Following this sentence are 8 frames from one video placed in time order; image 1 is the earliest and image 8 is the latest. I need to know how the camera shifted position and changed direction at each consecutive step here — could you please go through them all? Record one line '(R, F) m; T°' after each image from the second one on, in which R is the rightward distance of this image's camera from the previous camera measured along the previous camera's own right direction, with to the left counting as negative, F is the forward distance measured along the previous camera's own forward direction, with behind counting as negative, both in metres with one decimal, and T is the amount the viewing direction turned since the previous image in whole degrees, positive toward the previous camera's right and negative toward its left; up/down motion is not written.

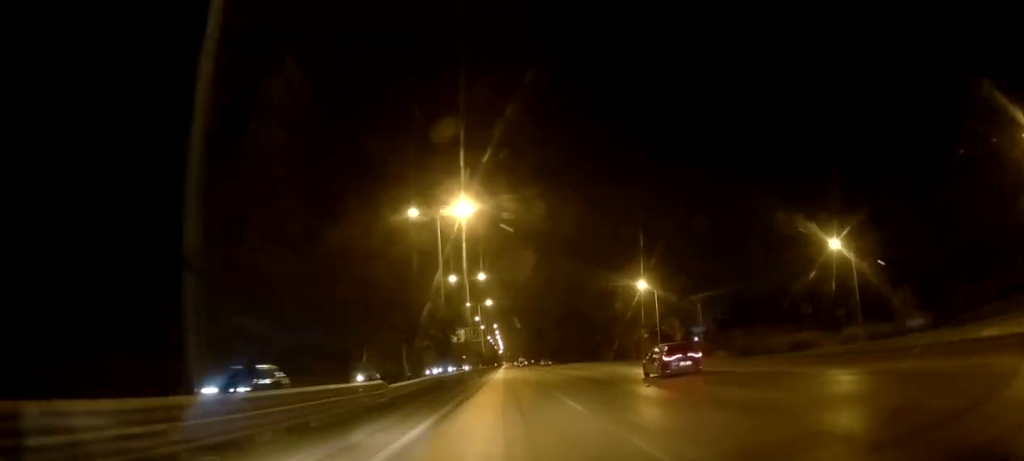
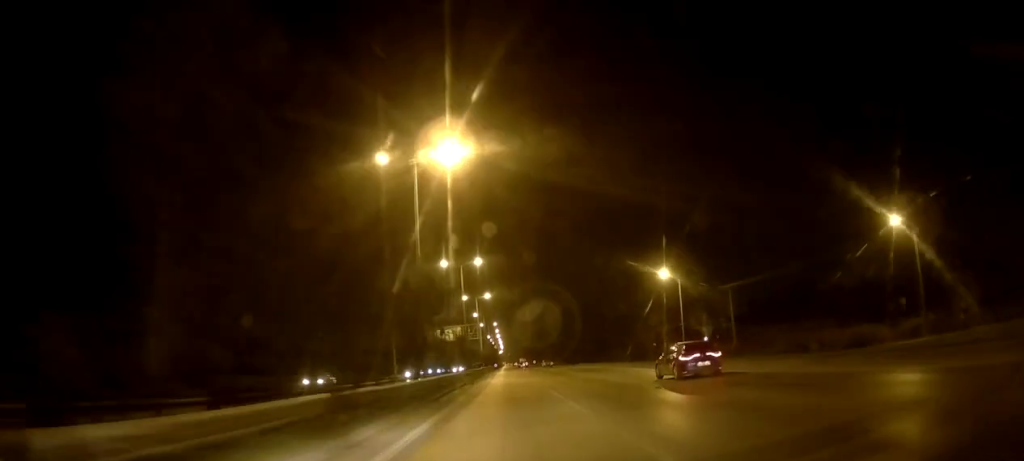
(0.0, +12.5) m; 0°
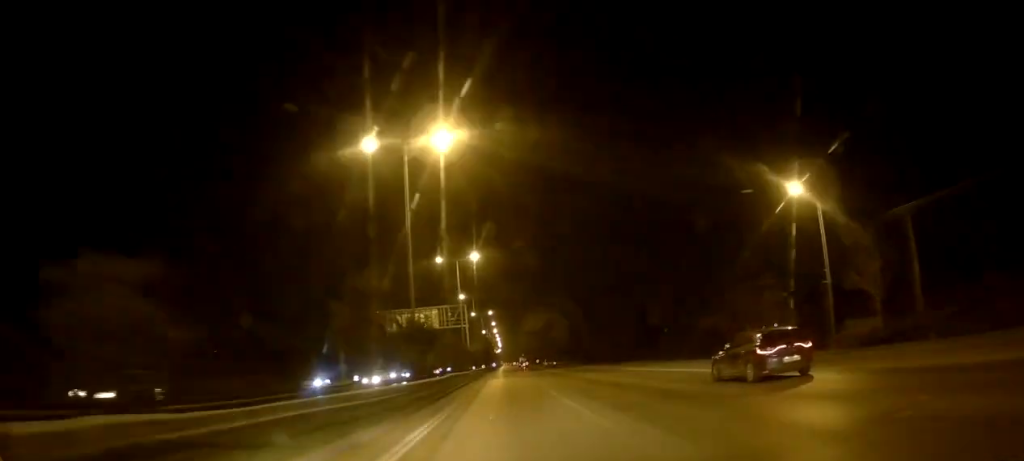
(+0.1, +38.3) m; 0°
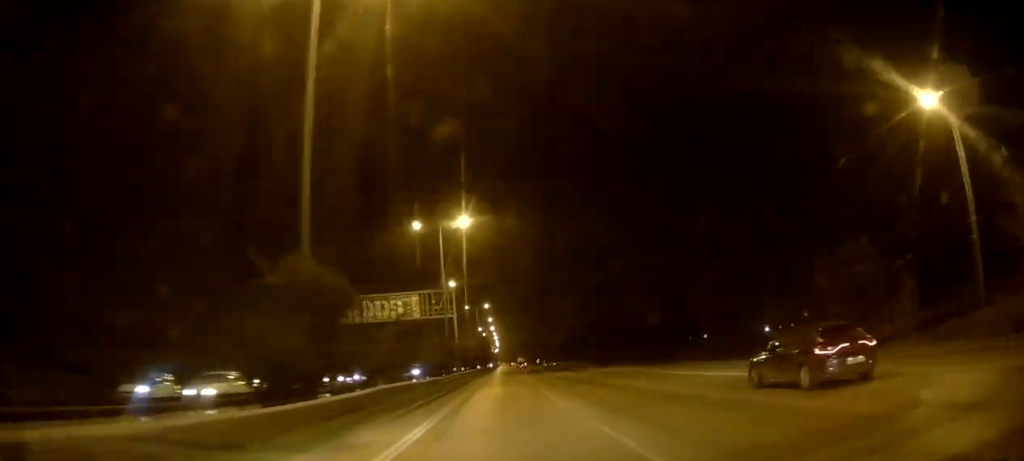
(-0.1, +16.1) m; 0°
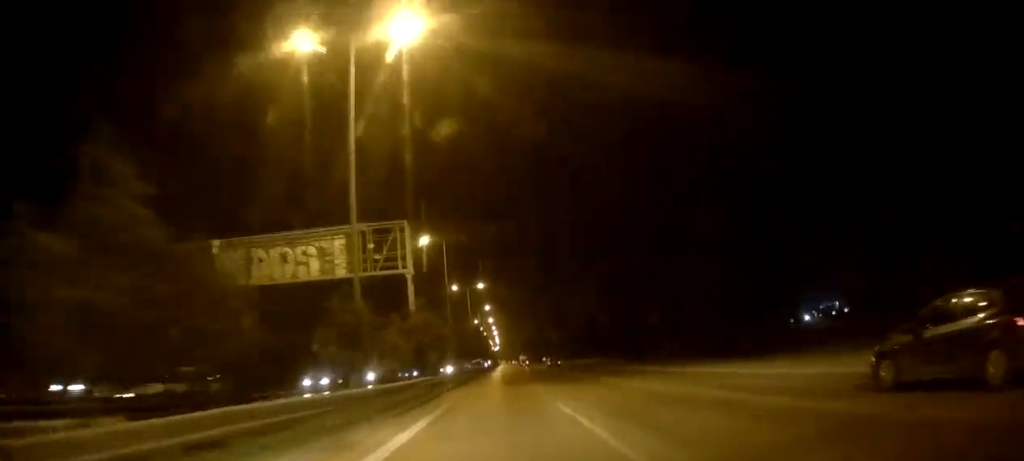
(0.0, +29.4) m; 0°
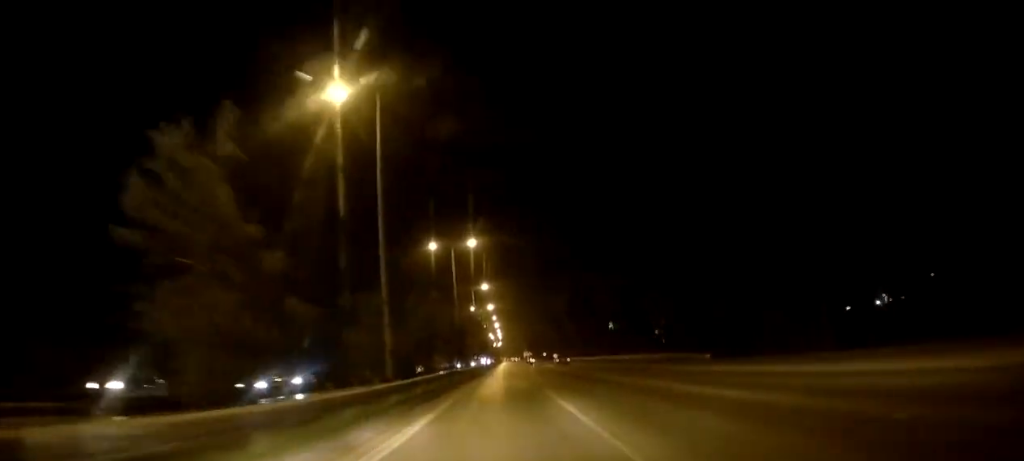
(-0.1, +31.7) m; 0°
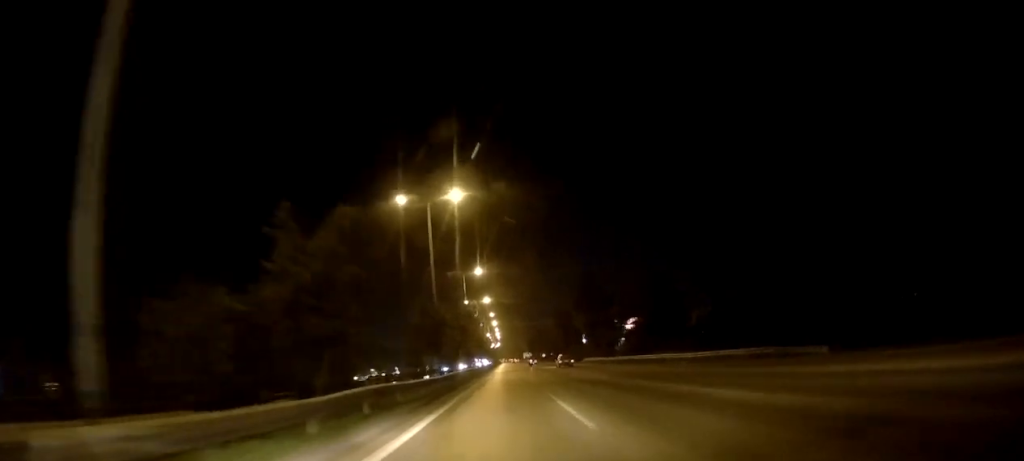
(+0.2, +18.1) m; 0°
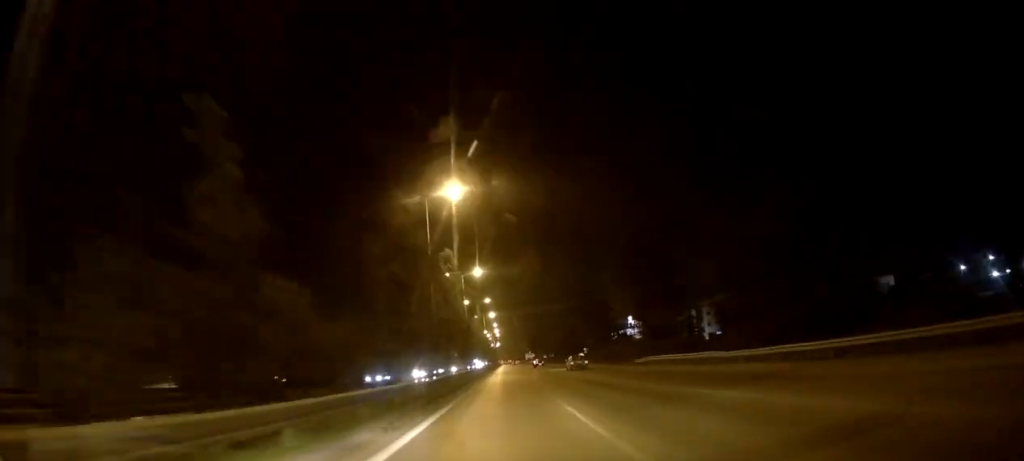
(+0.2, +37.3) m; 0°
